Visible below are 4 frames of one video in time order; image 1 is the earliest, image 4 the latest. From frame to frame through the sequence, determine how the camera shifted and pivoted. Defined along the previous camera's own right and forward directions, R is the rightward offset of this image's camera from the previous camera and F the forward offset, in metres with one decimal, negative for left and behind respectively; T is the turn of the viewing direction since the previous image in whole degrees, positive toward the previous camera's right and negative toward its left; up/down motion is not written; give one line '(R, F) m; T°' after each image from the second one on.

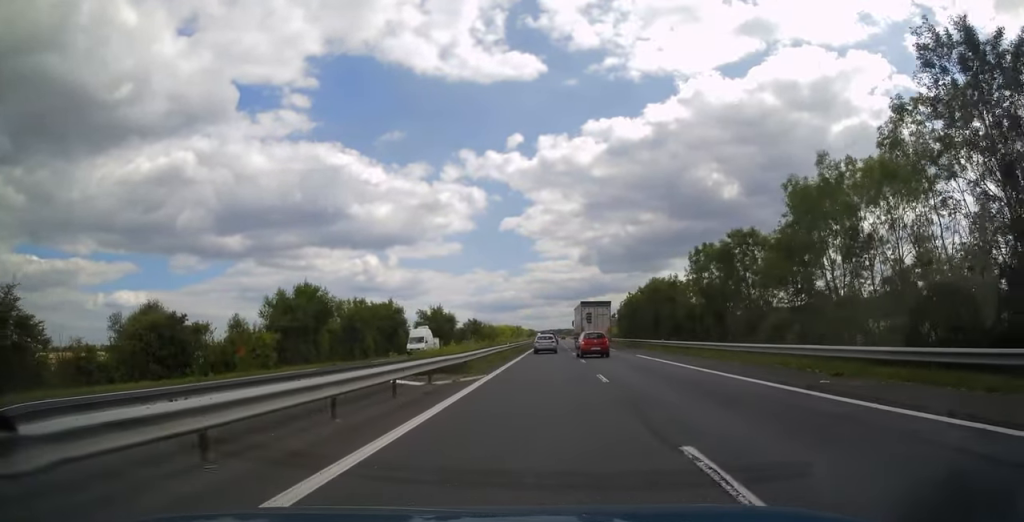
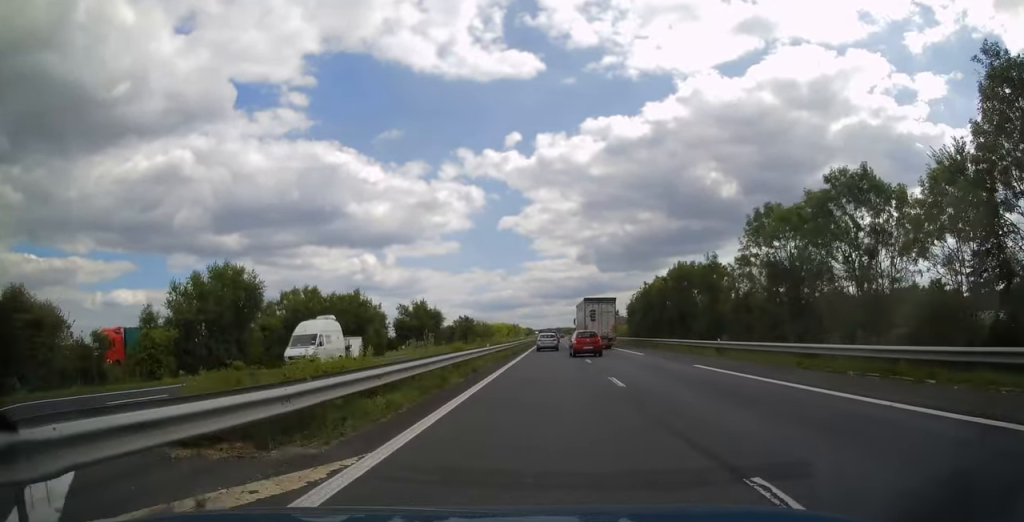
(0.0, +15.0) m; 0°
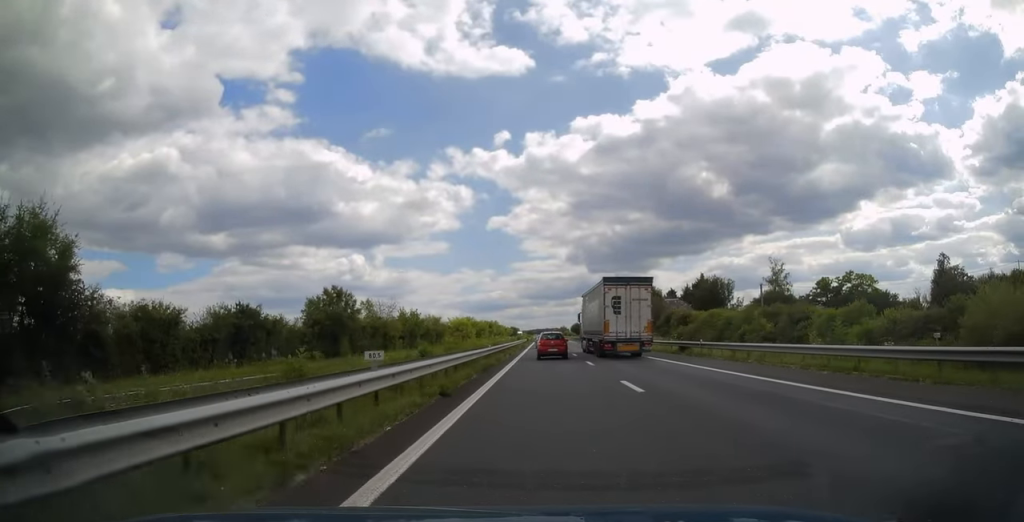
(+0.9, +92.4) m; +1°
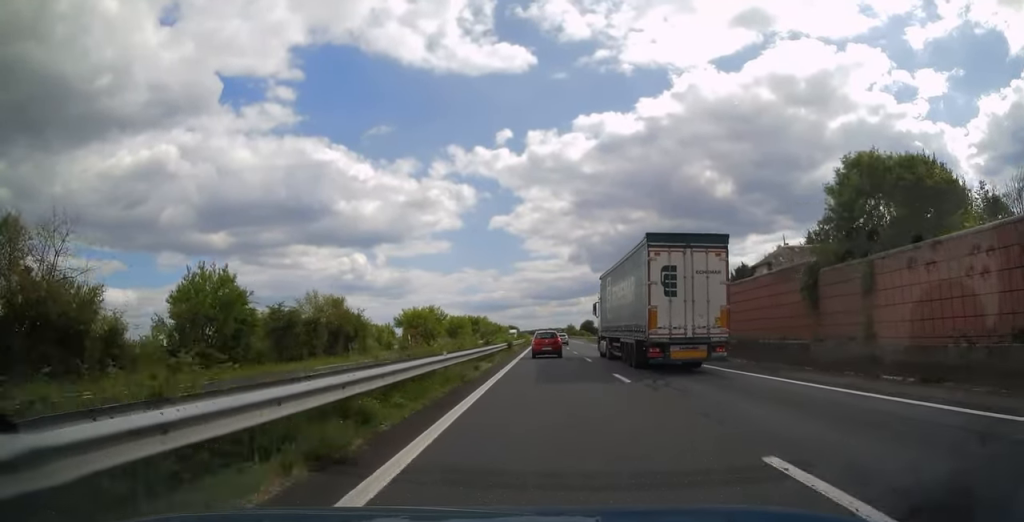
(-0.2, +62.7) m; 0°
